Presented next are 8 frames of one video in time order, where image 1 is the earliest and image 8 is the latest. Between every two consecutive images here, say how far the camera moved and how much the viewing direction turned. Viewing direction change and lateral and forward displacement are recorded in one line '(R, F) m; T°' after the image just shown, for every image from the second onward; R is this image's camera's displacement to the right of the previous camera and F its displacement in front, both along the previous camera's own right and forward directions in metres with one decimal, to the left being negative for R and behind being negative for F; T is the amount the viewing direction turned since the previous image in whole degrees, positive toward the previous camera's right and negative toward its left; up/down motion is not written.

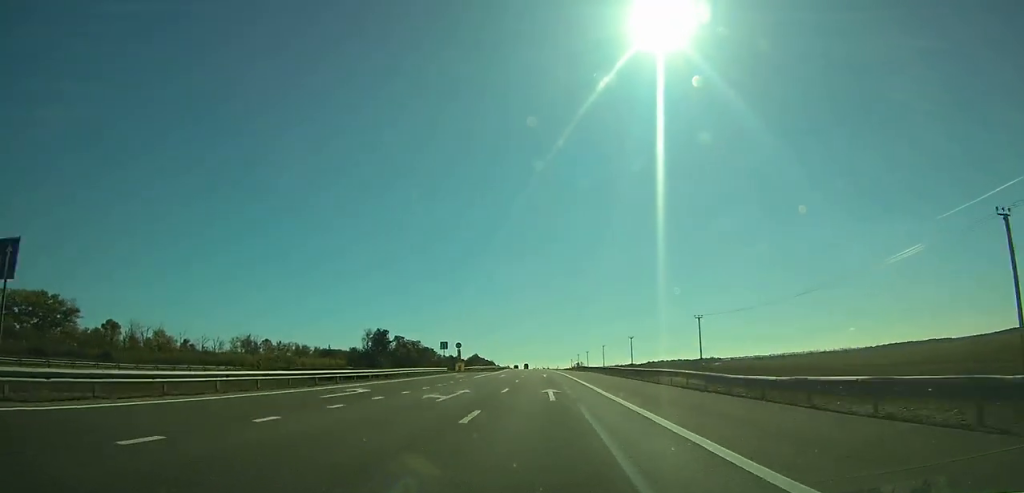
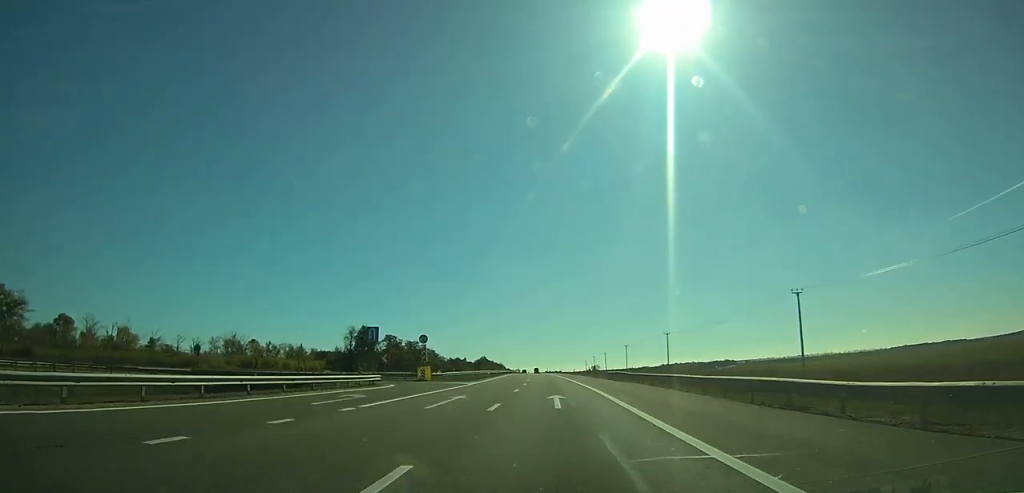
(-0.3, +31.3) m; -1°
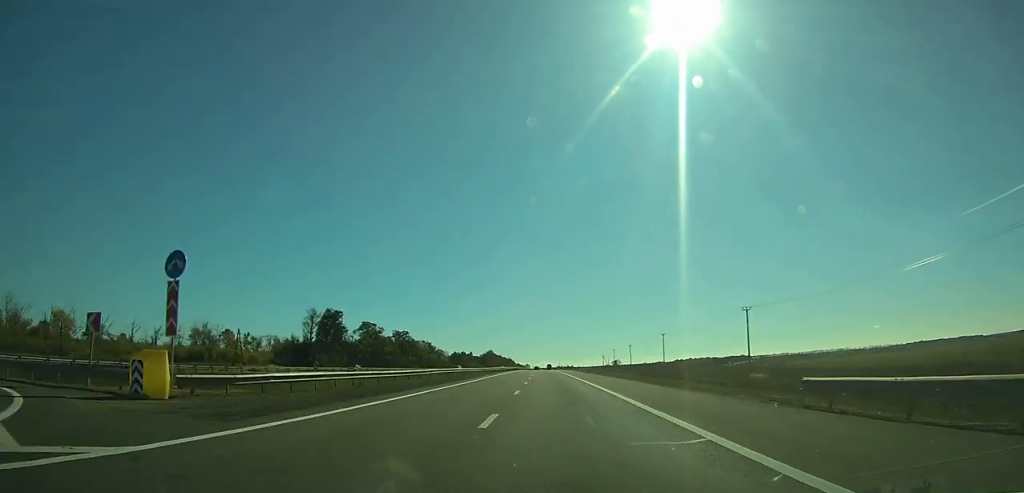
(-0.5, +40.4) m; -1°
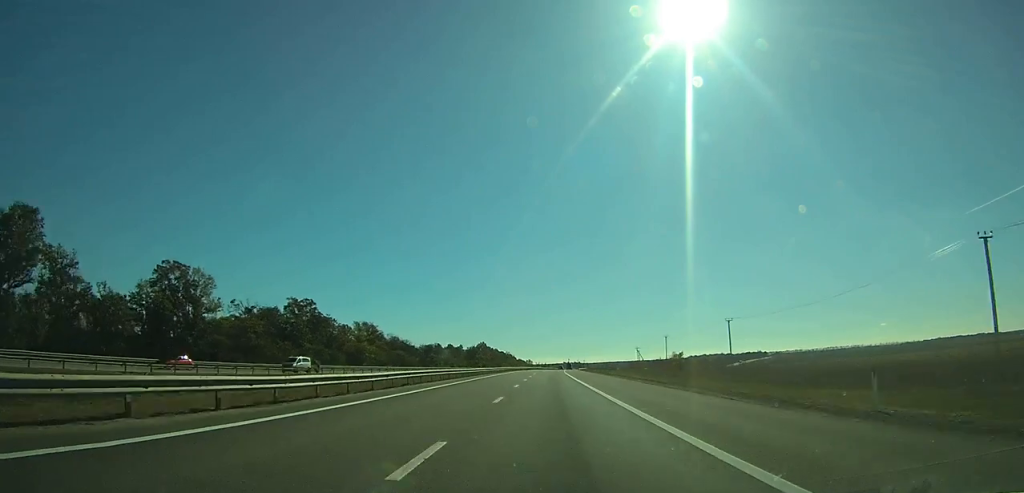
(-1.8, +99.2) m; -1°
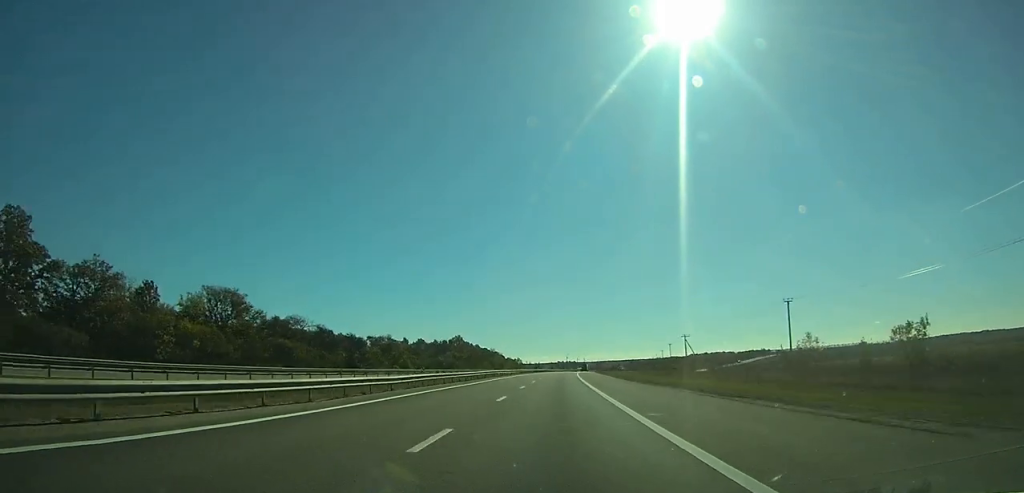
(+0.3, +81.0) m; +1°
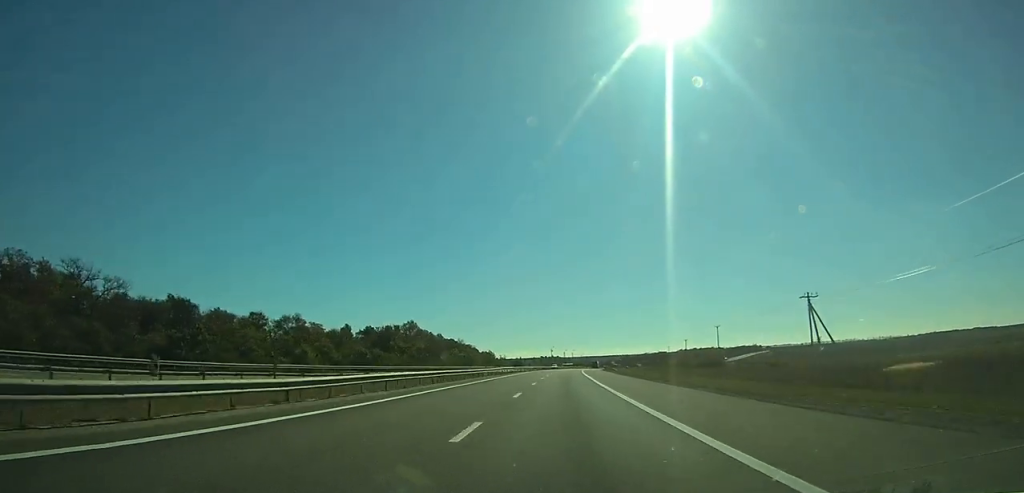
(+0.6, +70.1) m; +1°
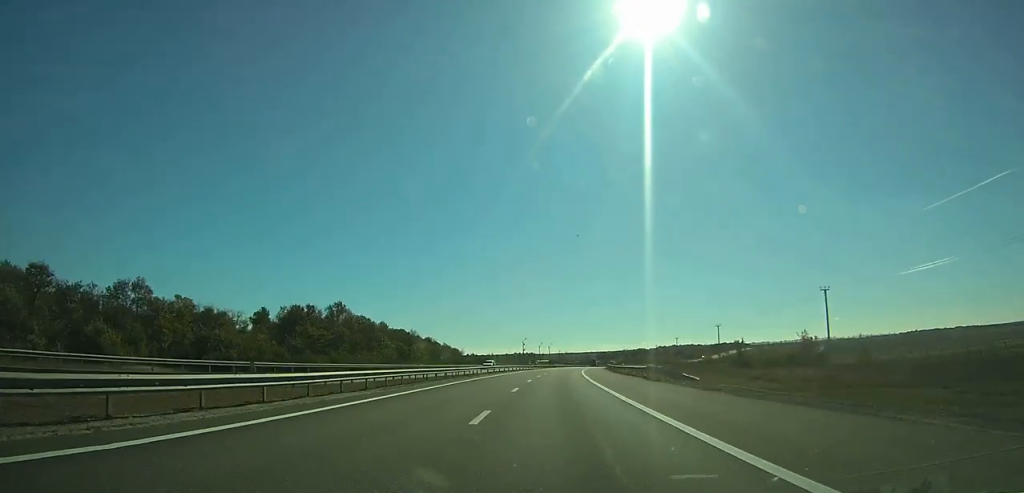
(+0.7, +57.2) m; +2°
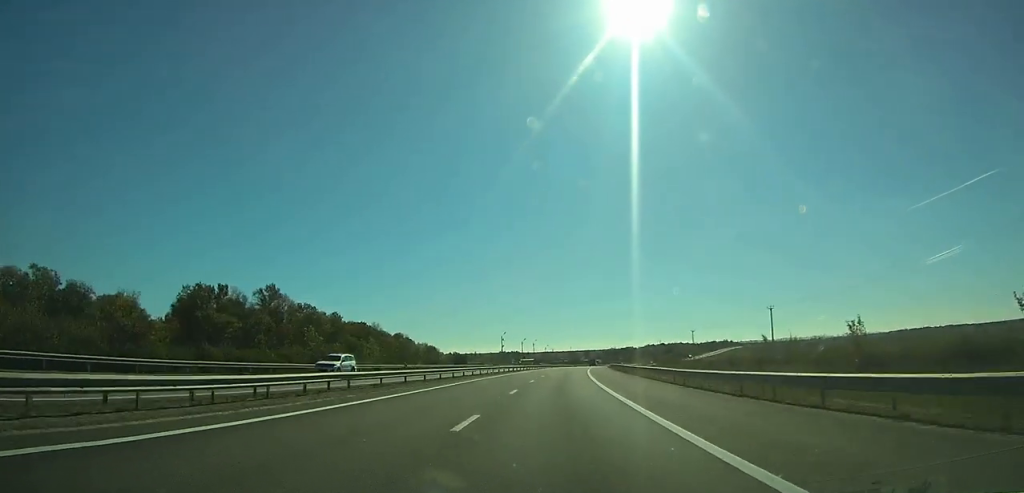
(+0.4, +36.9) m; +1°
